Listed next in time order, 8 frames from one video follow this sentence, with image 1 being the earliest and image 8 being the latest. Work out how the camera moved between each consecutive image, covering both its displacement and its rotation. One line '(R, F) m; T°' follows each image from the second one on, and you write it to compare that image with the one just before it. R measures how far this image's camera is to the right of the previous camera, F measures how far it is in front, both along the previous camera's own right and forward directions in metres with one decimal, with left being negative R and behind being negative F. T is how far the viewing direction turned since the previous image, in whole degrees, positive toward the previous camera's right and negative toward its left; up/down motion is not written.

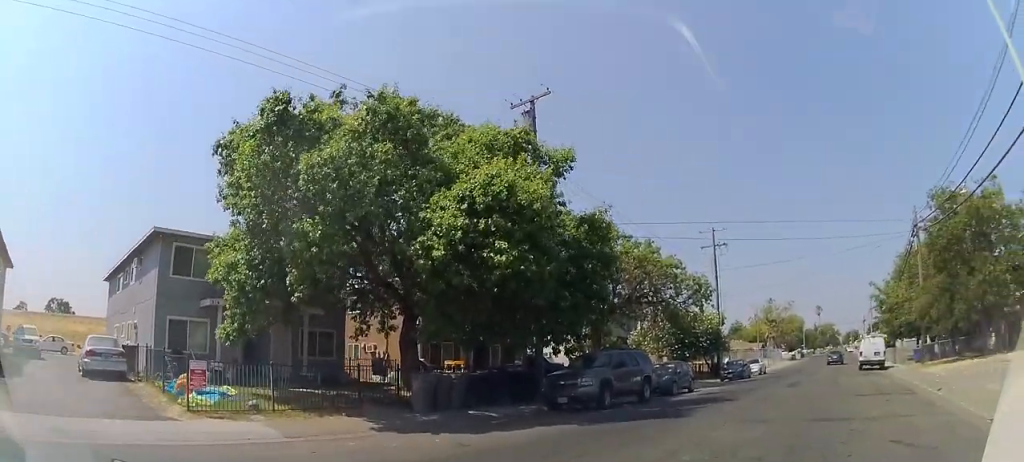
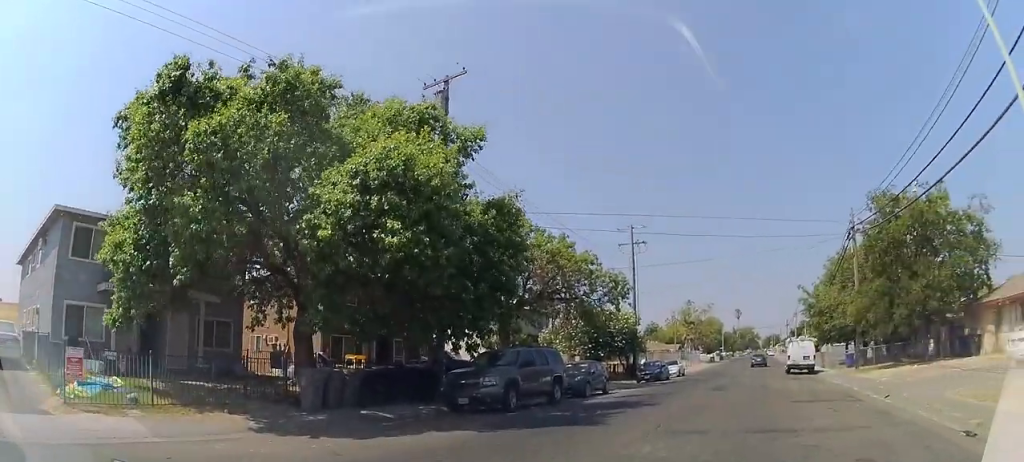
(0.0, +1.2) m; +5°
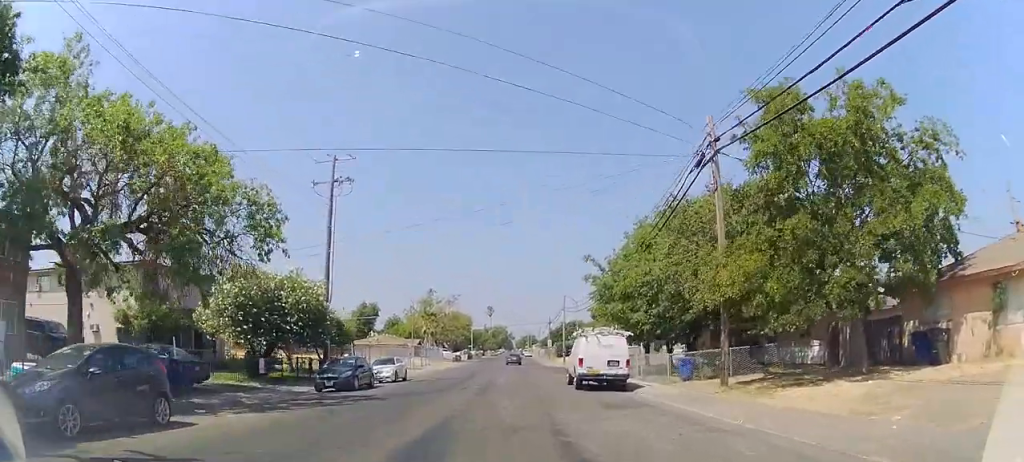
(+1.9, +12.7) m; +13°
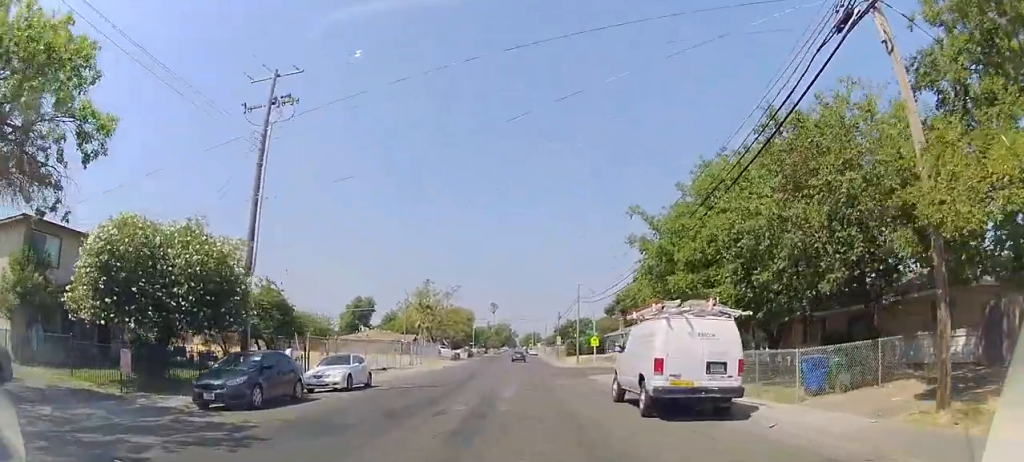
(+0.2, +9.0) m; +1°
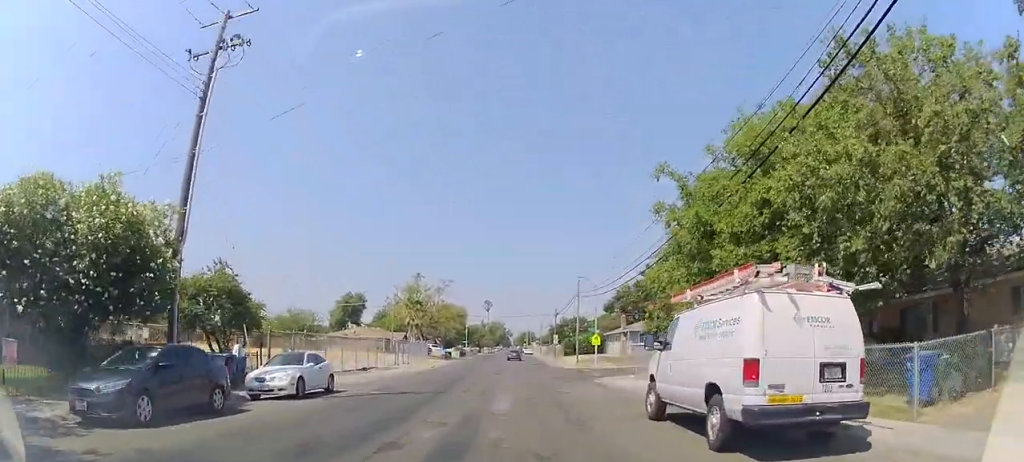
(0.0, +4.0) m; 0°
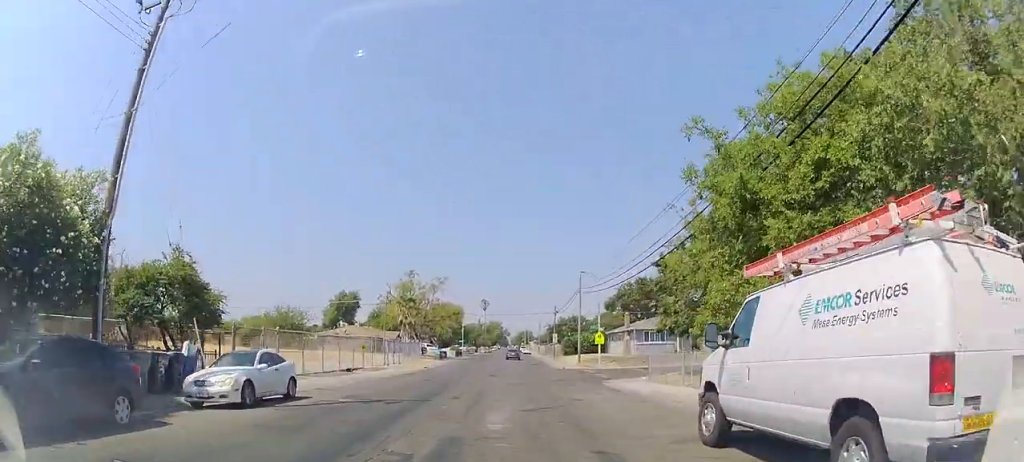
(0.0, +3.1) m; 0°
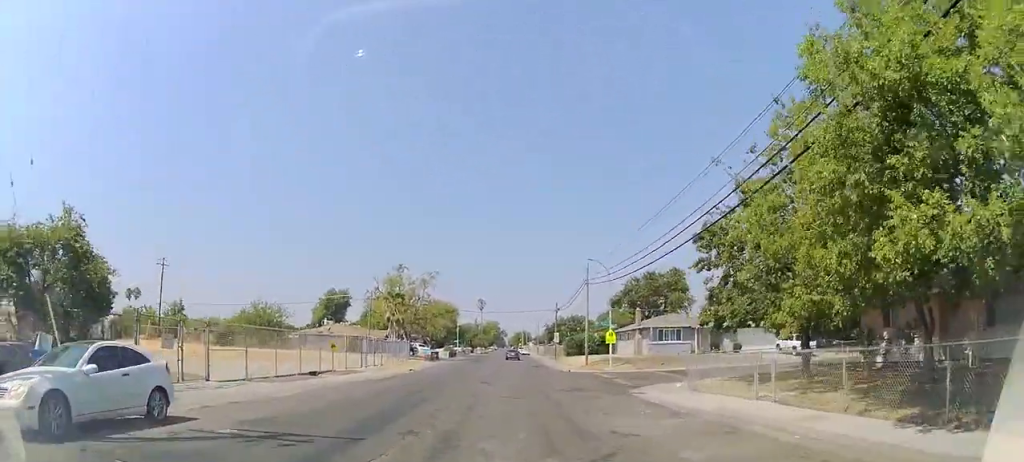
(0.0, +6.1) m; 0°
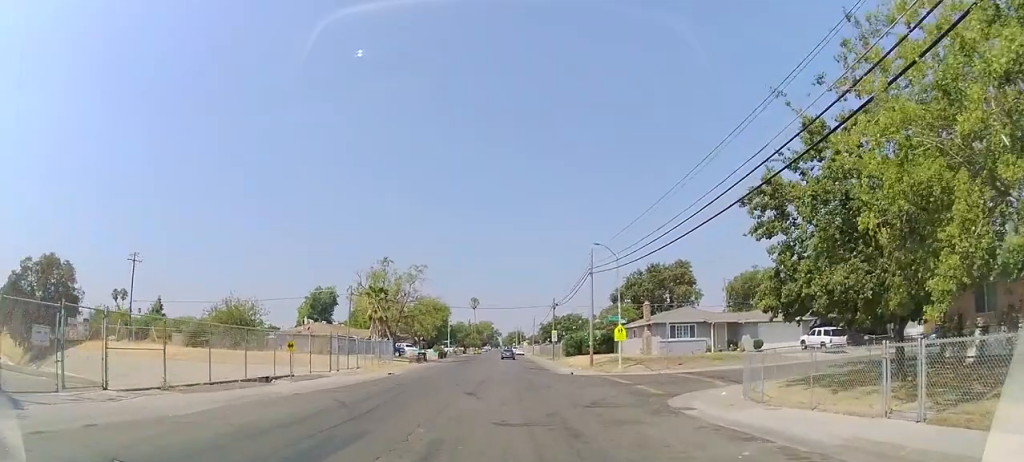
(0.0, +5.5) m; 0°
